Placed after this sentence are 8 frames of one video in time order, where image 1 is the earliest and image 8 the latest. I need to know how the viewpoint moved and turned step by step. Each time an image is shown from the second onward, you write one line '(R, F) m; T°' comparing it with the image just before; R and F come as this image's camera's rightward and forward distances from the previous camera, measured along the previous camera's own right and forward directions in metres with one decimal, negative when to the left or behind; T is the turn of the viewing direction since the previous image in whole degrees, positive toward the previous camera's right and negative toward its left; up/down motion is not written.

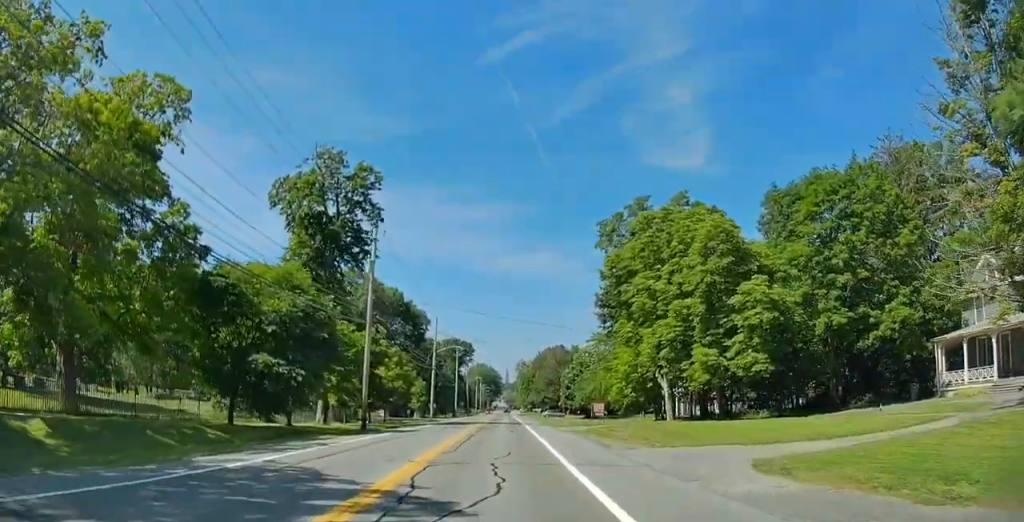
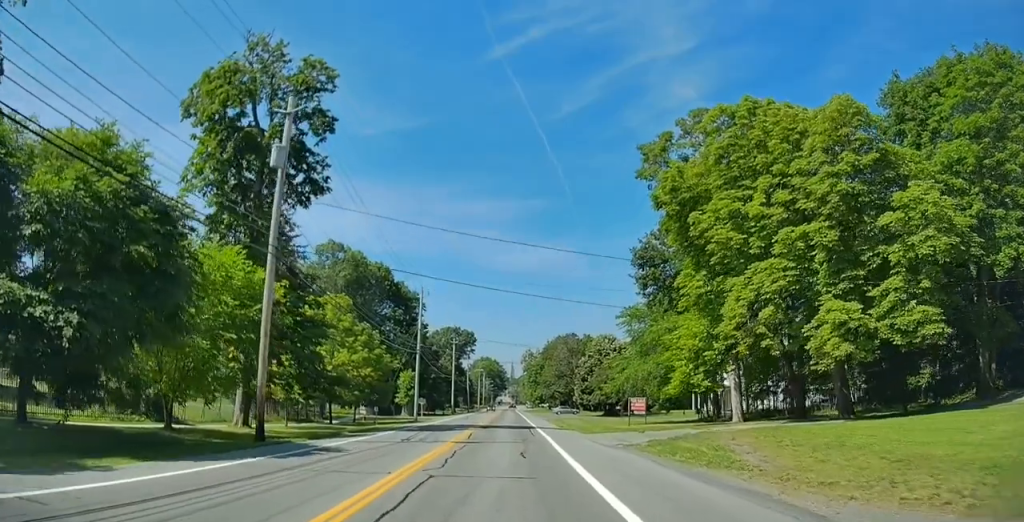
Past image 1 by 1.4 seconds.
(-0.5, +16.9) m; -2°
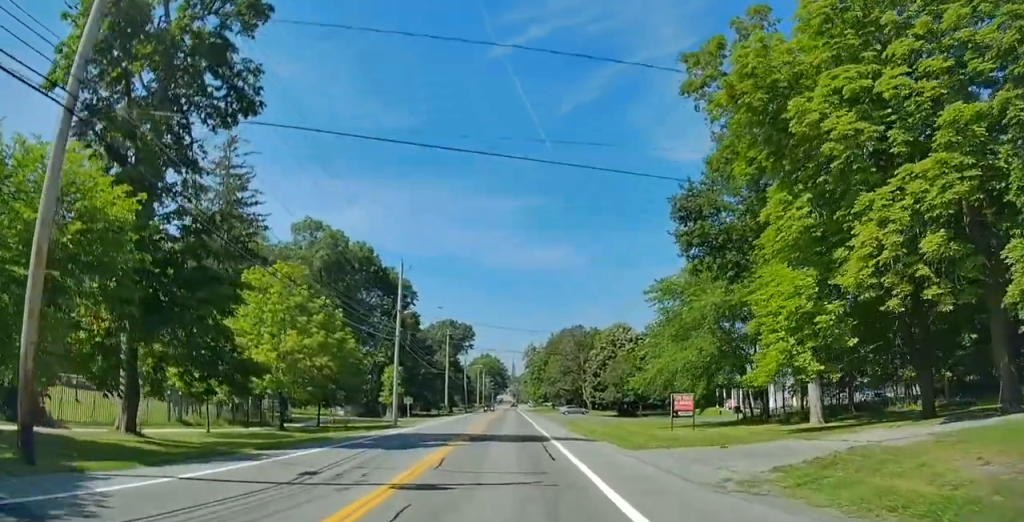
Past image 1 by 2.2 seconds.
(-0.1, +11.4) m; +2°
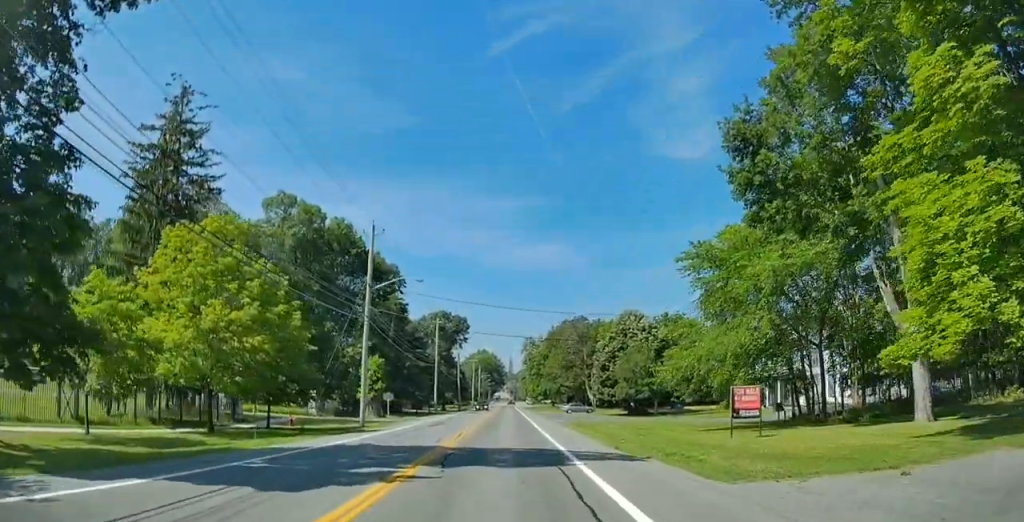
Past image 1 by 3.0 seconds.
(+0.5, +9.4) m; +2°
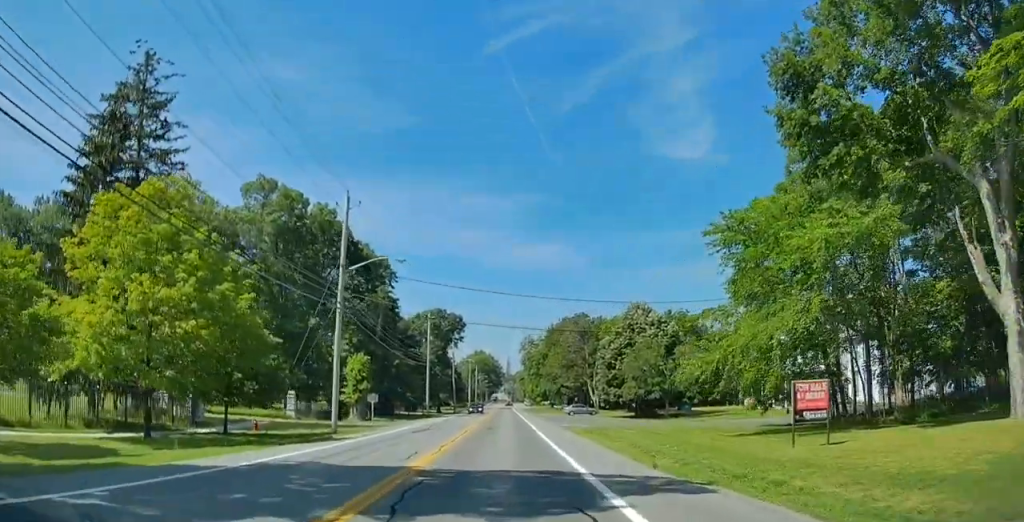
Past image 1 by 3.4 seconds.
(0.0, +5.4) m; 0°
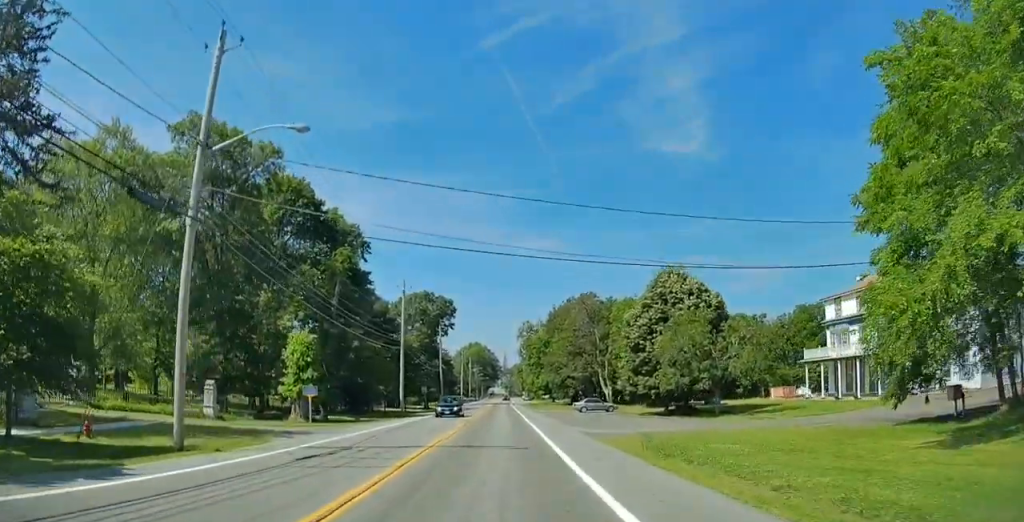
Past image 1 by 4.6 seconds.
(-0.4, +15.5) m; -2°
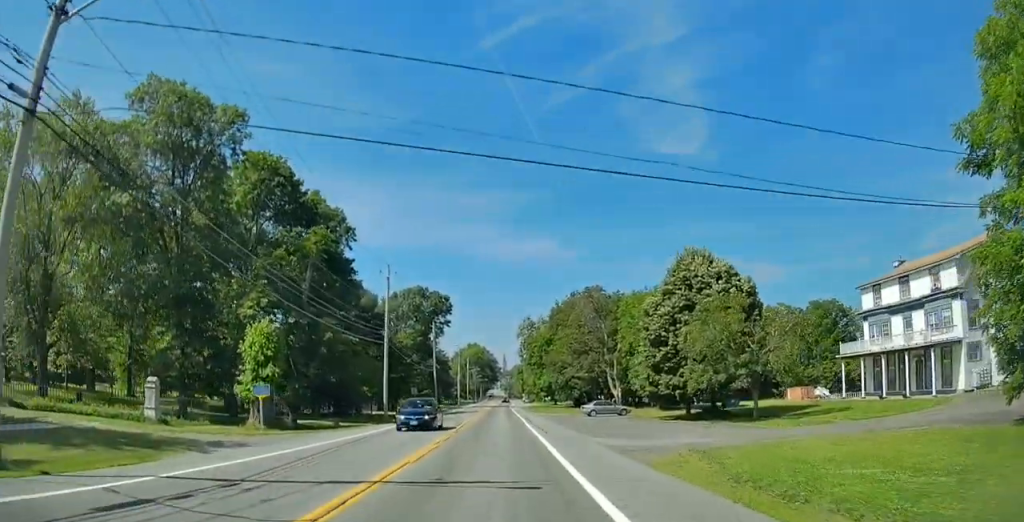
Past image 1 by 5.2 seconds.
(-0.1, +7.5) m; -1°
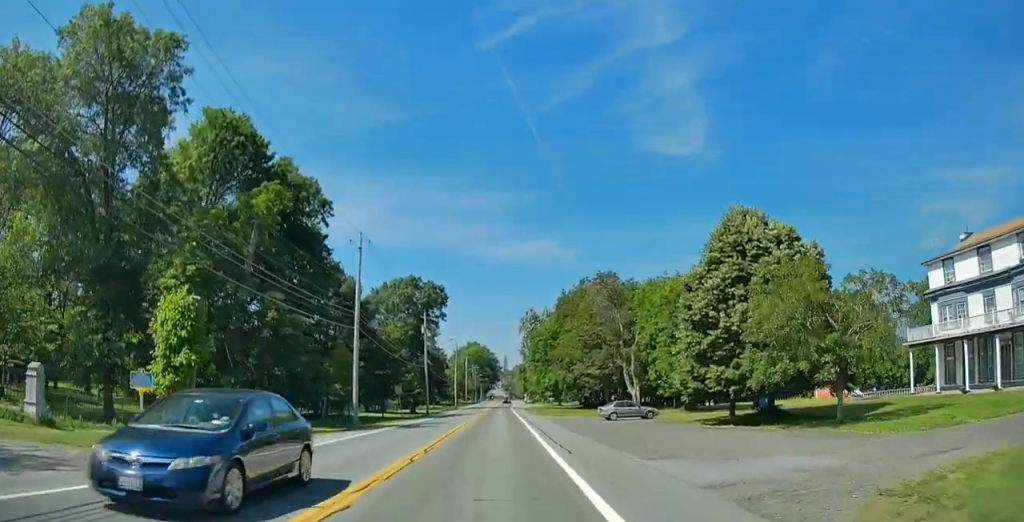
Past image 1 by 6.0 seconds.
(0.0, +10.0) m; +1°
